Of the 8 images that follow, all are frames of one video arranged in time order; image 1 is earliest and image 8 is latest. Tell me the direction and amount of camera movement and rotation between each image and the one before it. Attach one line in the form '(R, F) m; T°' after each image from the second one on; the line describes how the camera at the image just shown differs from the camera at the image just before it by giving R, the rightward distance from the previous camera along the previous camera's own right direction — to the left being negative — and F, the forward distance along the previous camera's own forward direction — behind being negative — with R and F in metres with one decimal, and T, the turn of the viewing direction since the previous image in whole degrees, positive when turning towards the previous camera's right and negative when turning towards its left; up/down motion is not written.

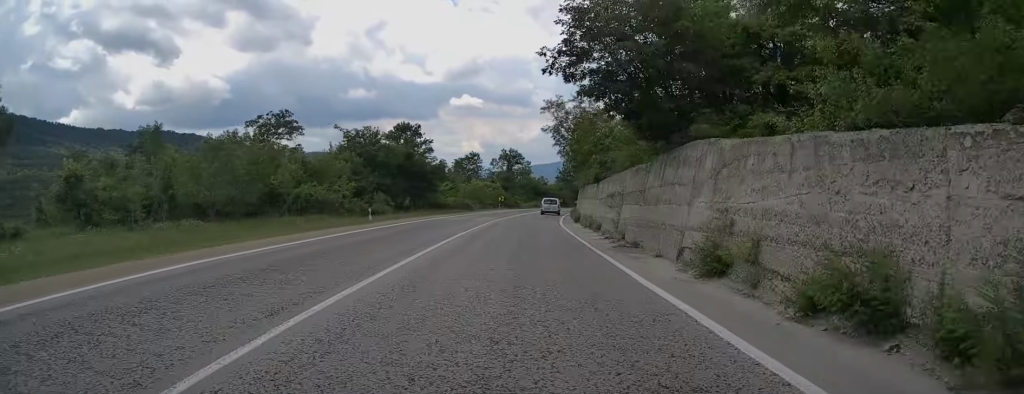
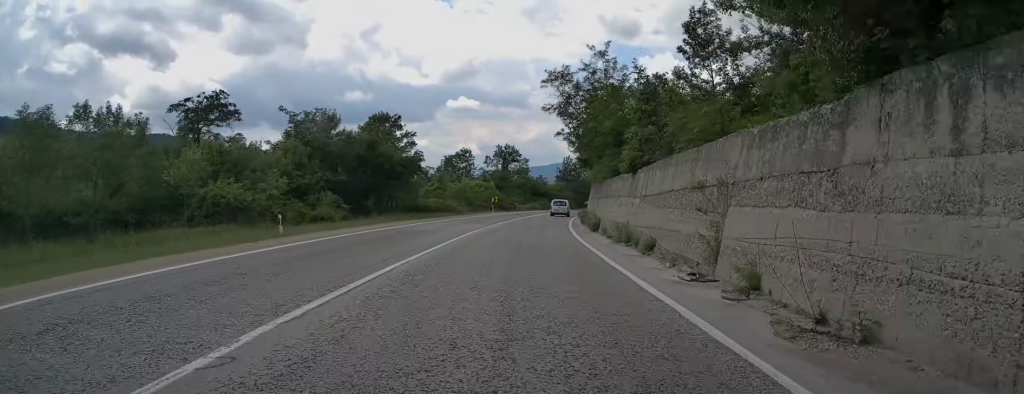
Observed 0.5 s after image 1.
(+0.1, +12.1) m; +1°
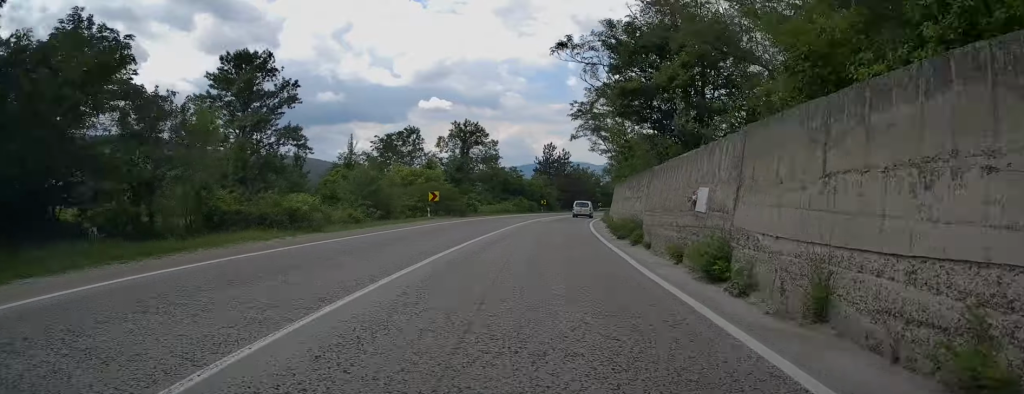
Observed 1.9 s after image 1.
(+0.4, +33.5) m; +2°
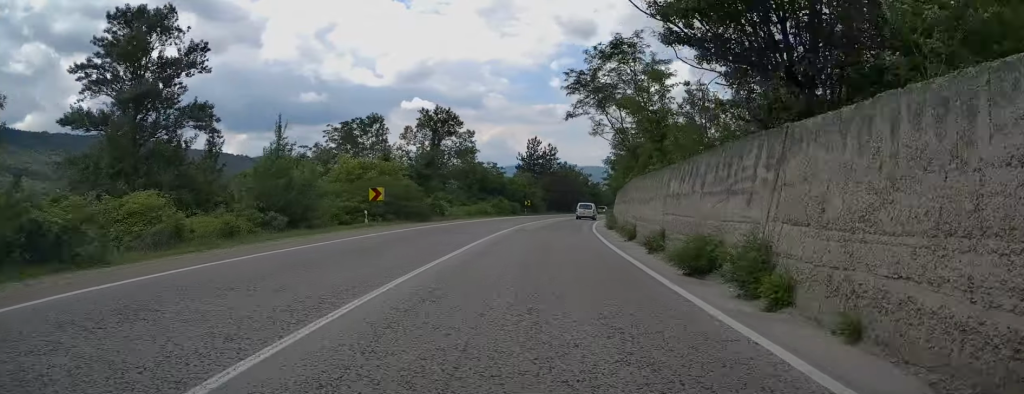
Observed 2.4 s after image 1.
(0.0, +11.9) m; +1°
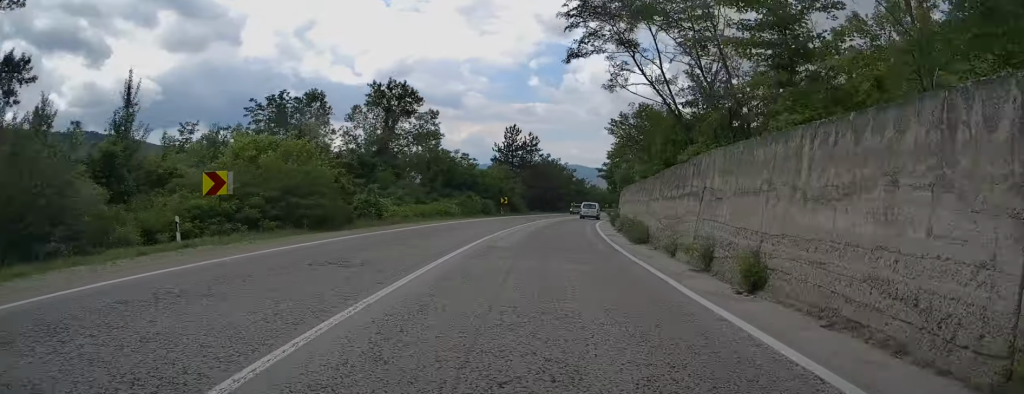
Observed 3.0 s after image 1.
(+0.1, +14.2) m; +2°
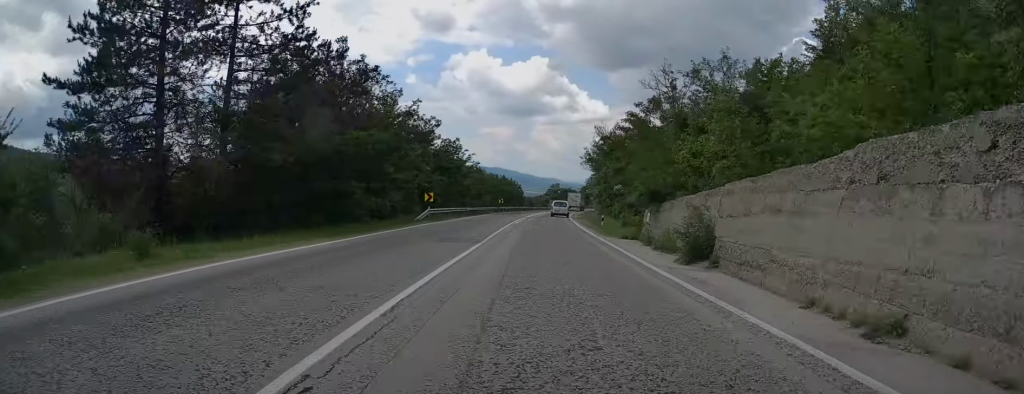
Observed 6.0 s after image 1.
(+7.0, +70.1) m; +10°
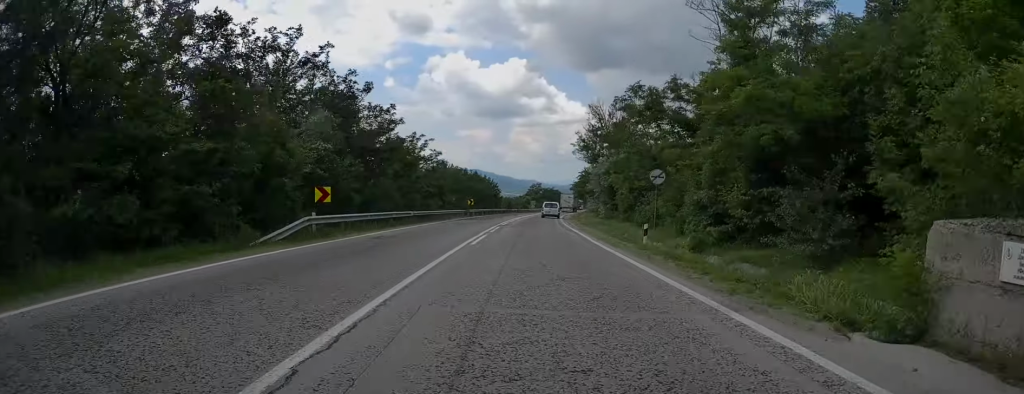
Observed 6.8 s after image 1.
(+0.3, +19.5) m; +2°
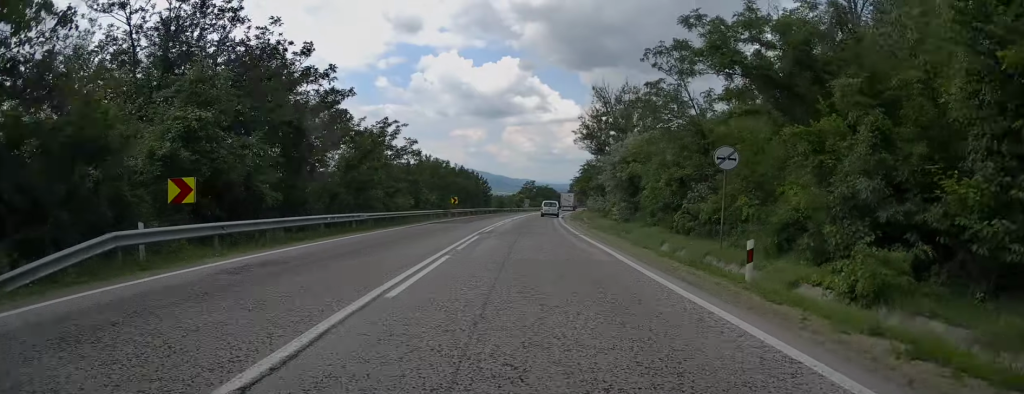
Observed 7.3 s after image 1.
(0.0, +10.1) m; +1°
